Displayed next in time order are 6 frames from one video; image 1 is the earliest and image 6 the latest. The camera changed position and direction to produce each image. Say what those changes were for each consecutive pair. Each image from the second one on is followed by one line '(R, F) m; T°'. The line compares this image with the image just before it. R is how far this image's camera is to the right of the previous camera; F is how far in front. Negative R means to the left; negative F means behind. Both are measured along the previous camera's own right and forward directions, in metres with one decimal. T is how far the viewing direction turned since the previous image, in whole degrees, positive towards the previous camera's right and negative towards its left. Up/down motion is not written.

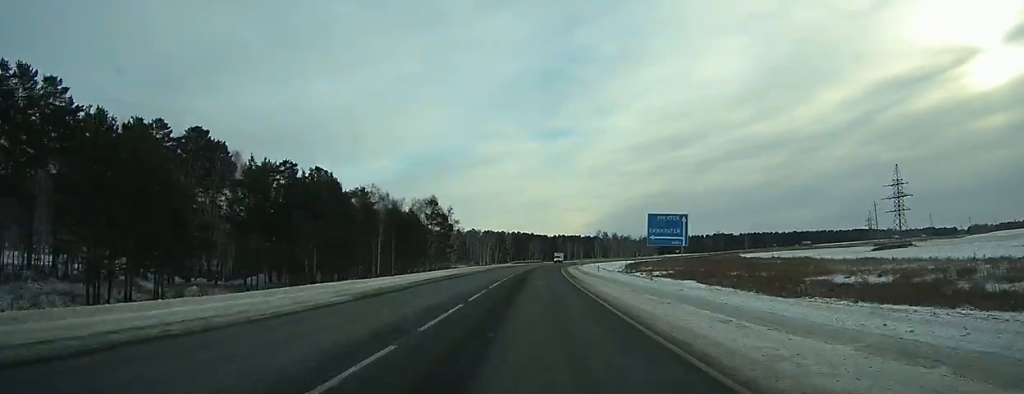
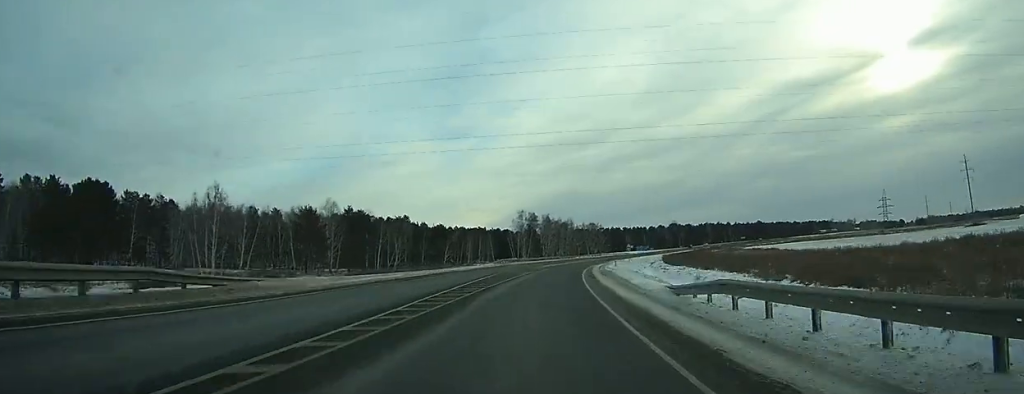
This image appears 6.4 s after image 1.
(+7.1, +152.3) m; +9°
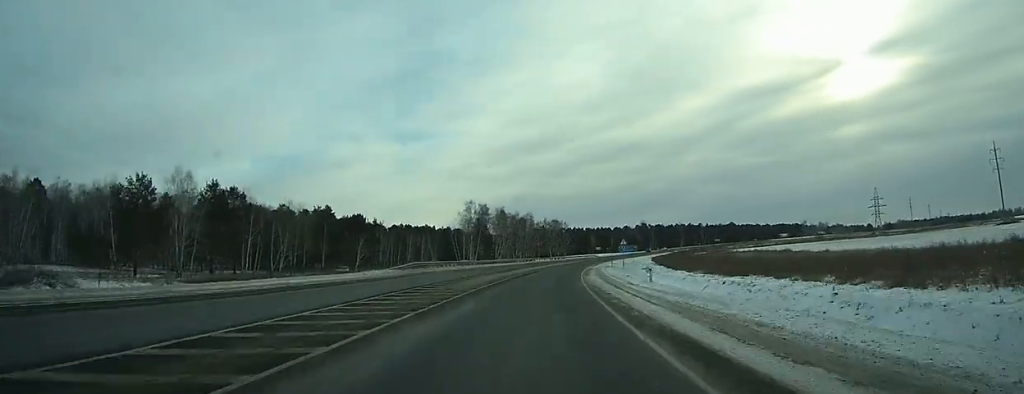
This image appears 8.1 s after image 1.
(+2.0, +42.7) m; +4°
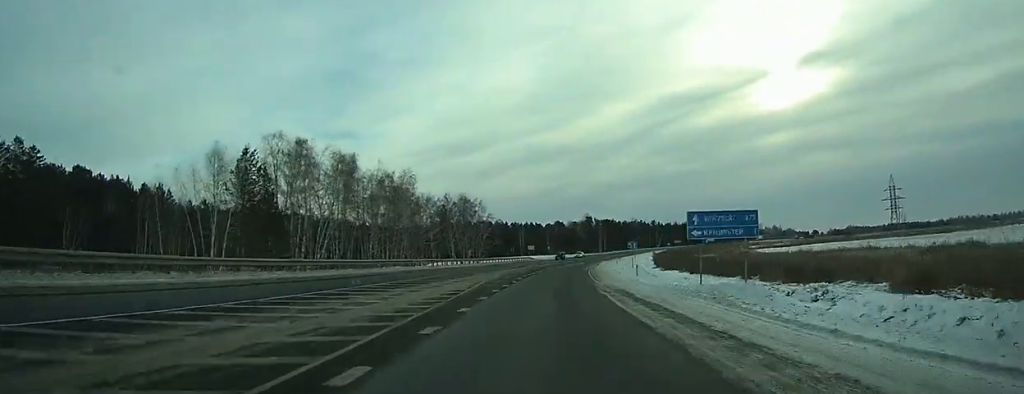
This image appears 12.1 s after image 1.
(+6.3, +84.3) m; +8°
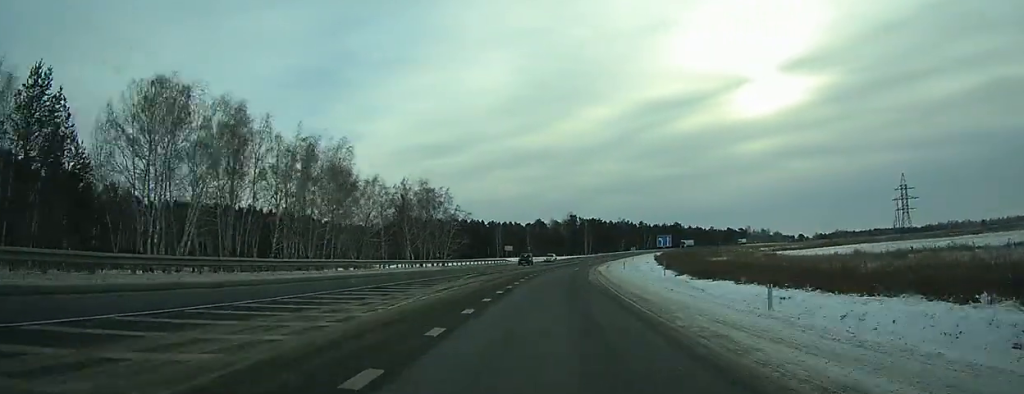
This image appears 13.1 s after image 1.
(+0.5, +22.0) m; +2°
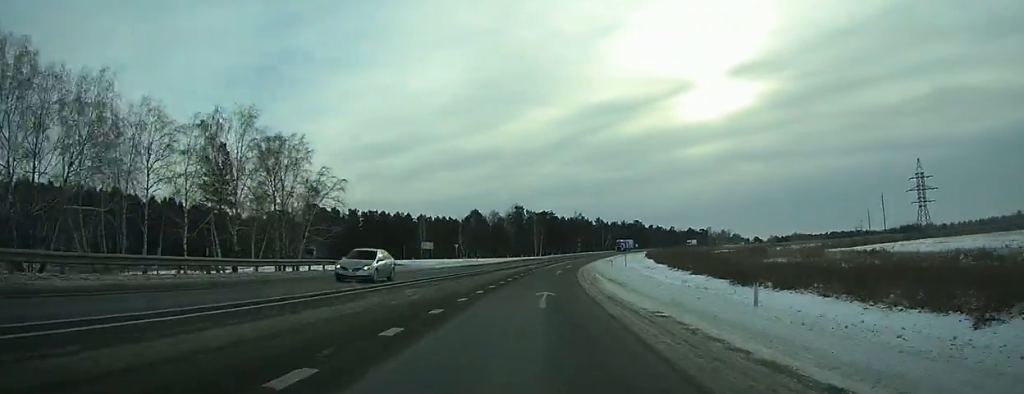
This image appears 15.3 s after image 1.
(+1.8, +46.2) m; +5°
